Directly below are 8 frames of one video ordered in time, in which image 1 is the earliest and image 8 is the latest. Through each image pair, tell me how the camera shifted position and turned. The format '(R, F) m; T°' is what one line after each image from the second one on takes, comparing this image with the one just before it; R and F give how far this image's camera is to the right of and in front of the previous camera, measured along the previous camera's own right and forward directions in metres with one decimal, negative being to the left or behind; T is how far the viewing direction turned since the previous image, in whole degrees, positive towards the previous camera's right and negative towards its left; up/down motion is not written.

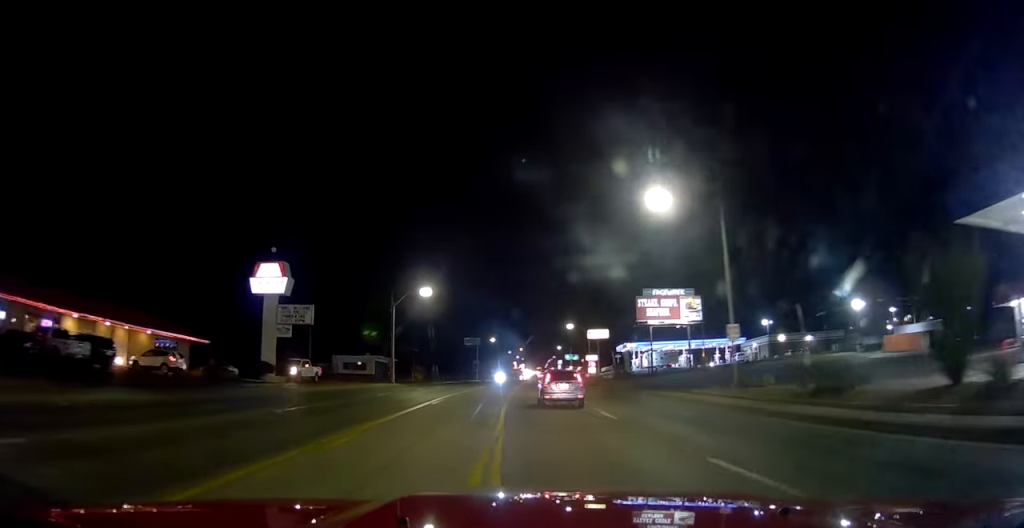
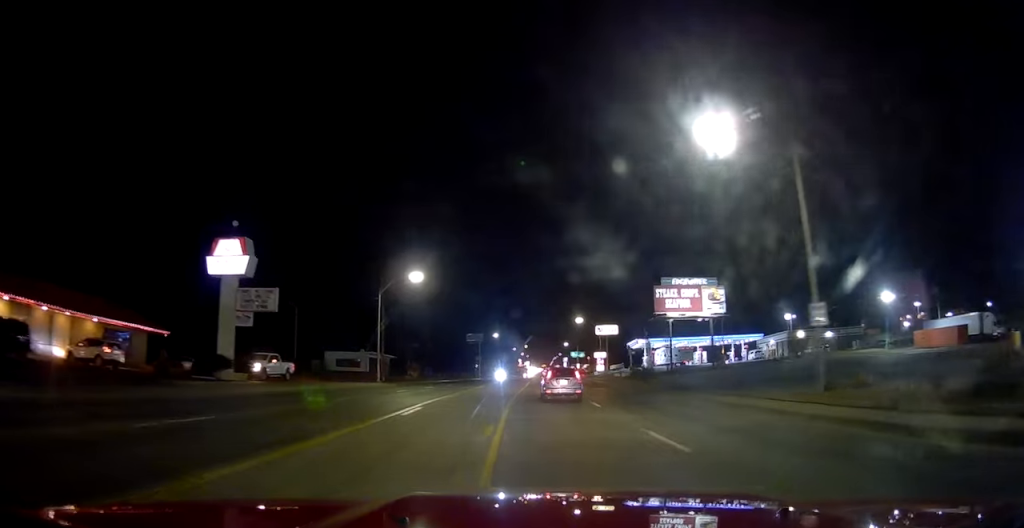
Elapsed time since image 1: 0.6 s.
(0.0, +5.6) m; 0°
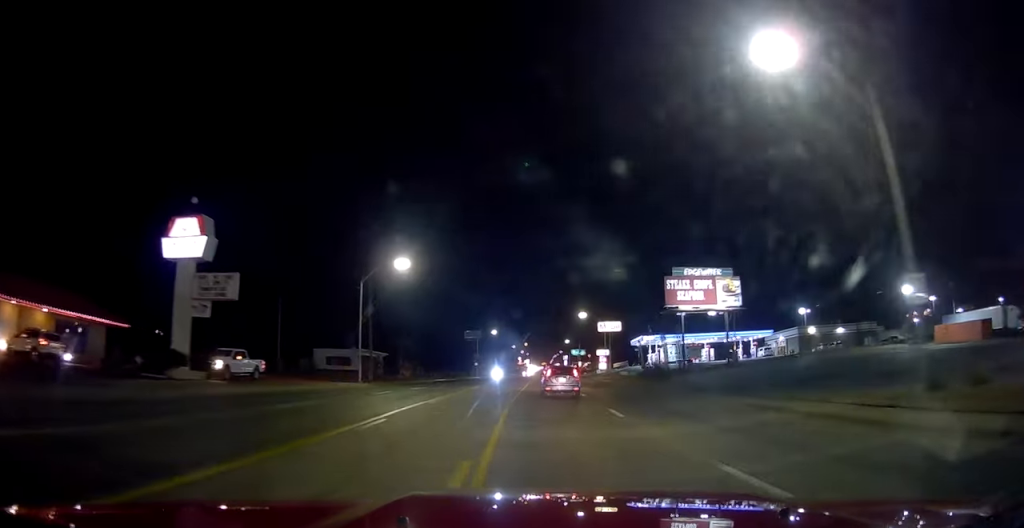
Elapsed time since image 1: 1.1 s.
(0.0, +4.4) m; 0°
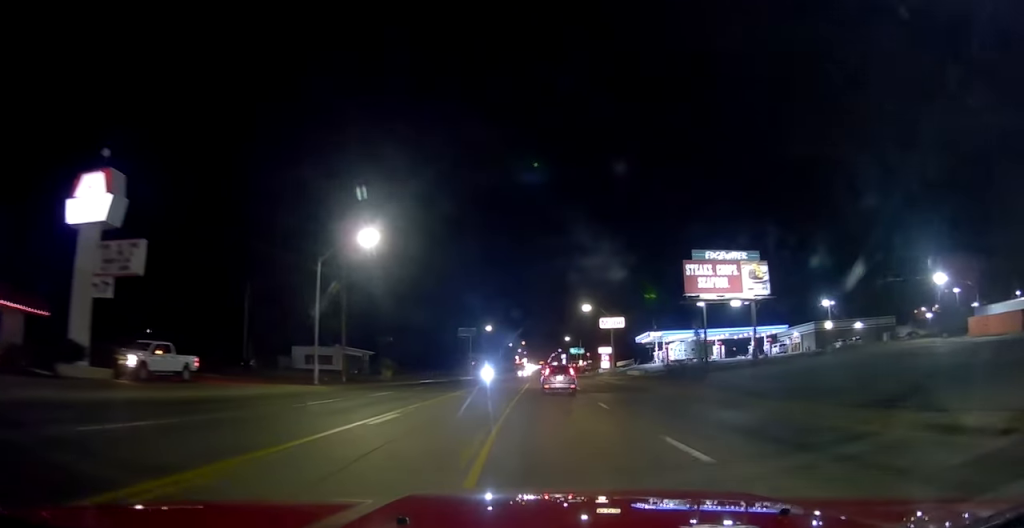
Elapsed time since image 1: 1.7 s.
(-0.1, +7.0) m; 0°
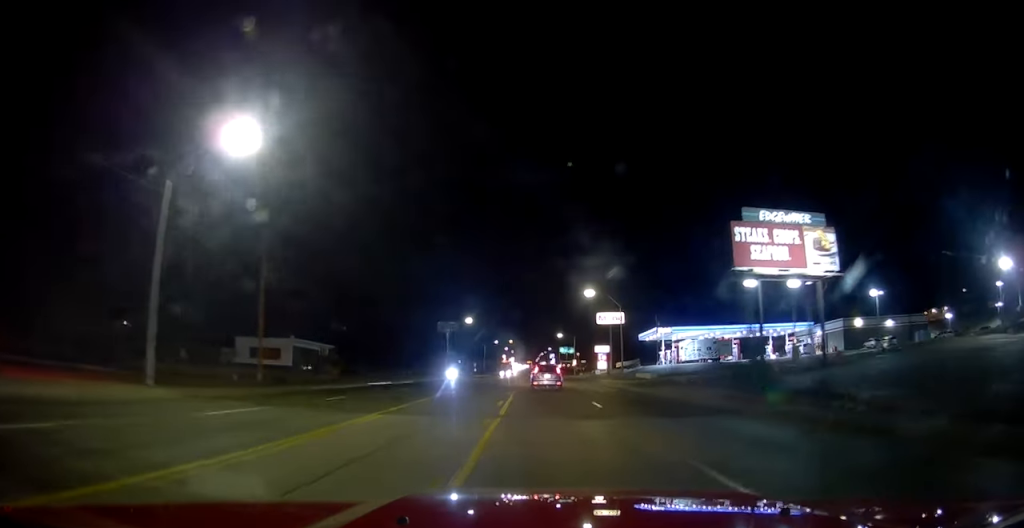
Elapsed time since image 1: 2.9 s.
(+0.2, +14.0) m; +2°
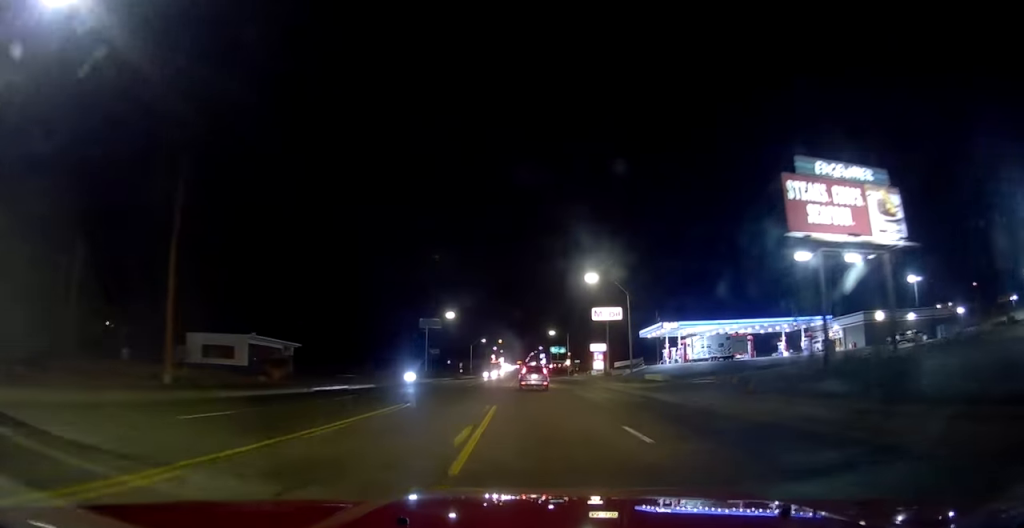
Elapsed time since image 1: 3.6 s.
(+0.5, +8.8) m; -2°
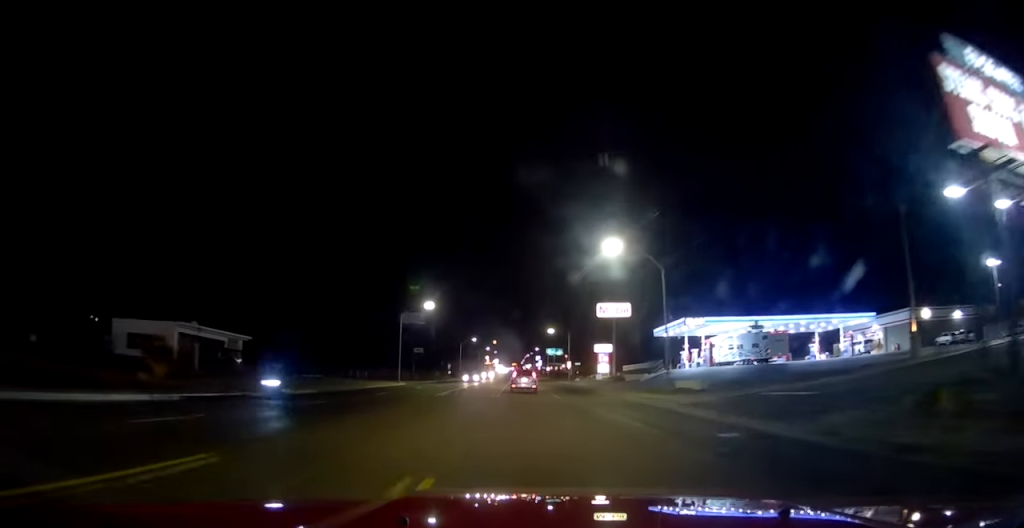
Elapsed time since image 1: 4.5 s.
(-0.8, +12.5) m; 0°
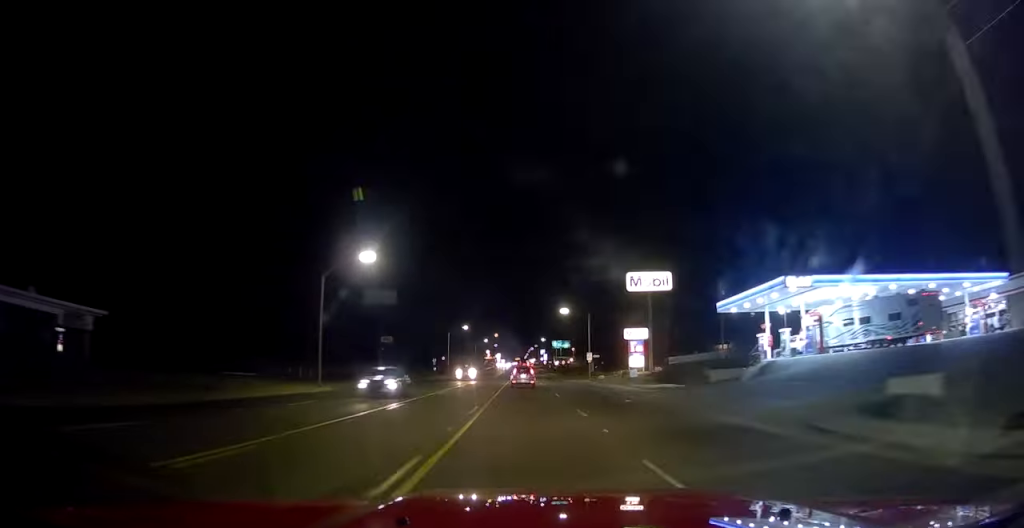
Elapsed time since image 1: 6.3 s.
(+1.6, +24.9) m; +4°
